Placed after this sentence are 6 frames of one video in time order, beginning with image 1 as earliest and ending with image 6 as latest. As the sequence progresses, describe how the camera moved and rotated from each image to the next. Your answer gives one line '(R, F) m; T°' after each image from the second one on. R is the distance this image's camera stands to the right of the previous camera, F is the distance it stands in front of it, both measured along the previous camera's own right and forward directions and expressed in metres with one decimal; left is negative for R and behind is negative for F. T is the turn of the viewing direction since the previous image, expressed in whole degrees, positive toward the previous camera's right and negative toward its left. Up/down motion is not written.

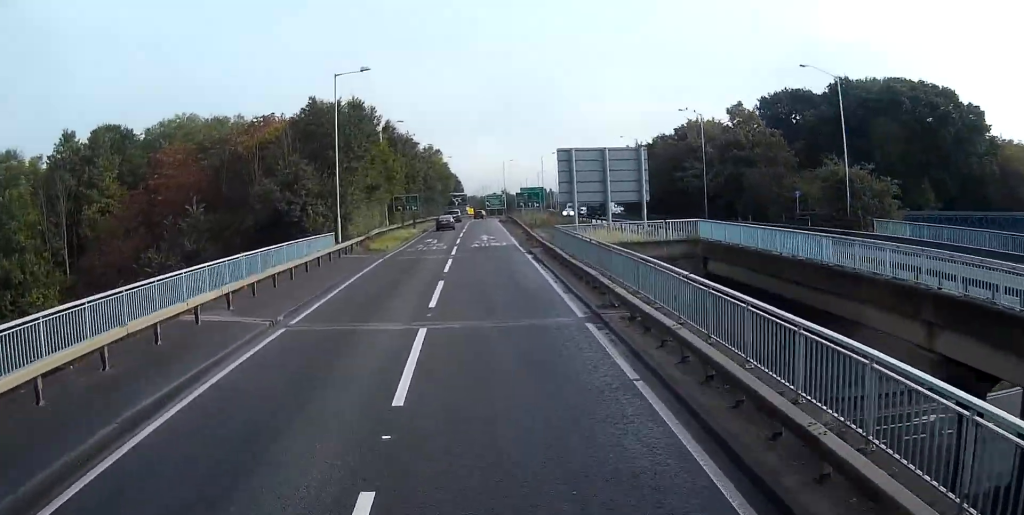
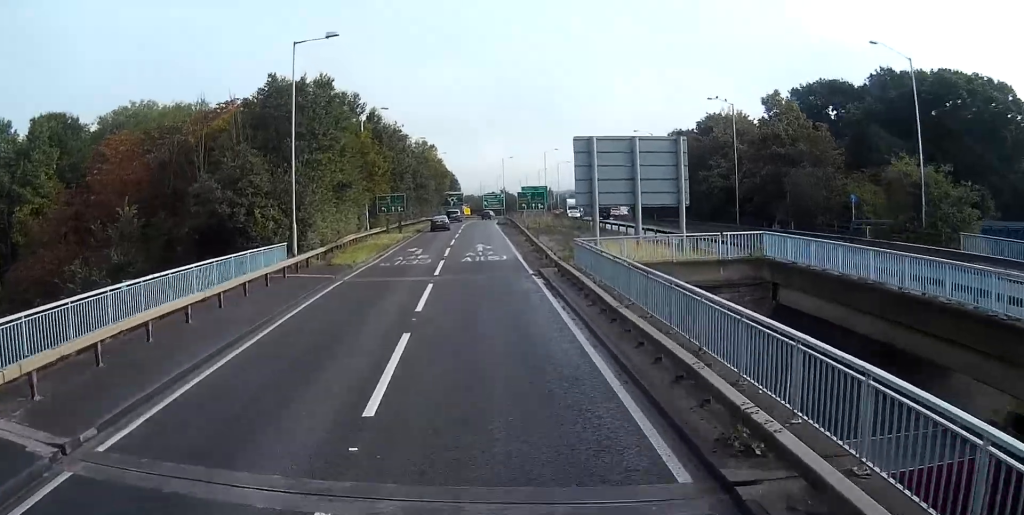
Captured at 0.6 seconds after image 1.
(0.0, +9.2) m; 0°
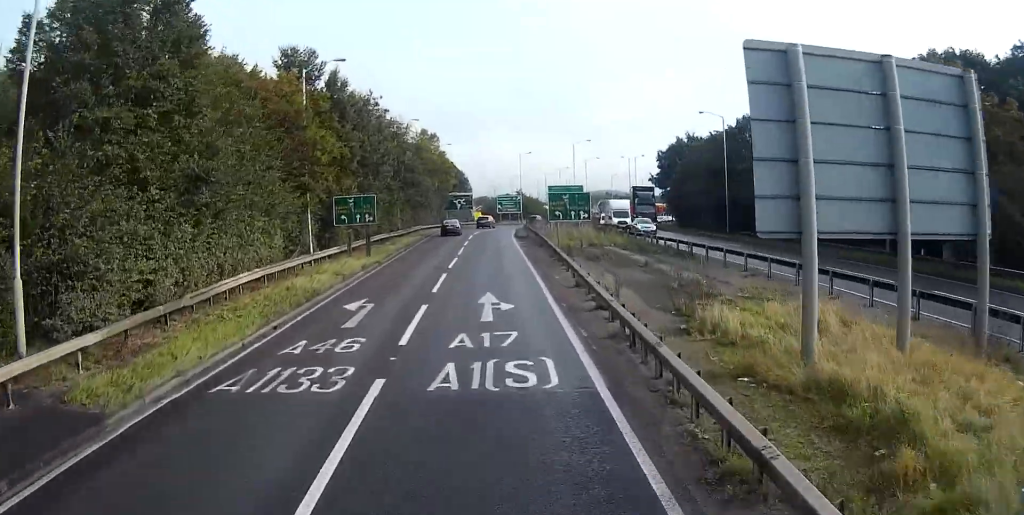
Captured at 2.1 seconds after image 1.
(0.0, +21.8) m; 0°
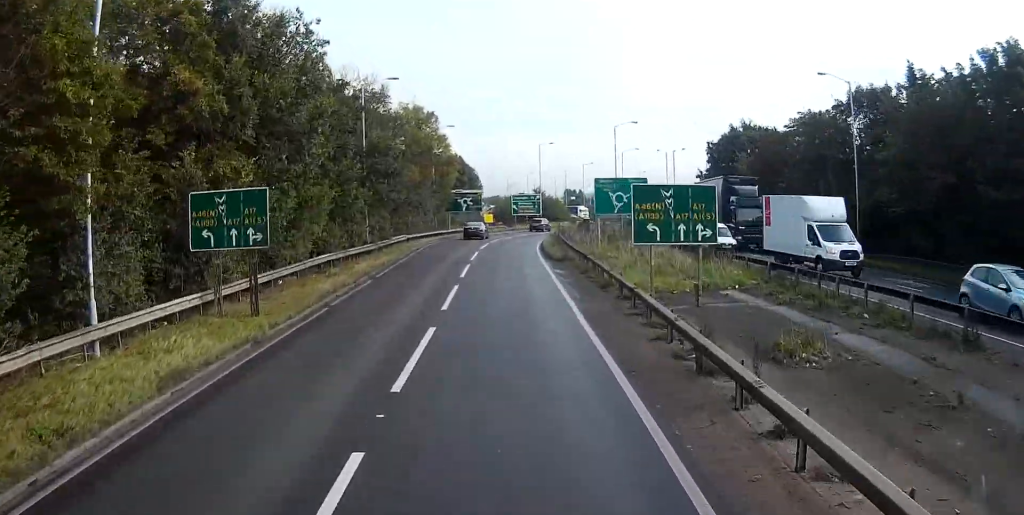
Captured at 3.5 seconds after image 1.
(-0.3, +21.5) m; -1°
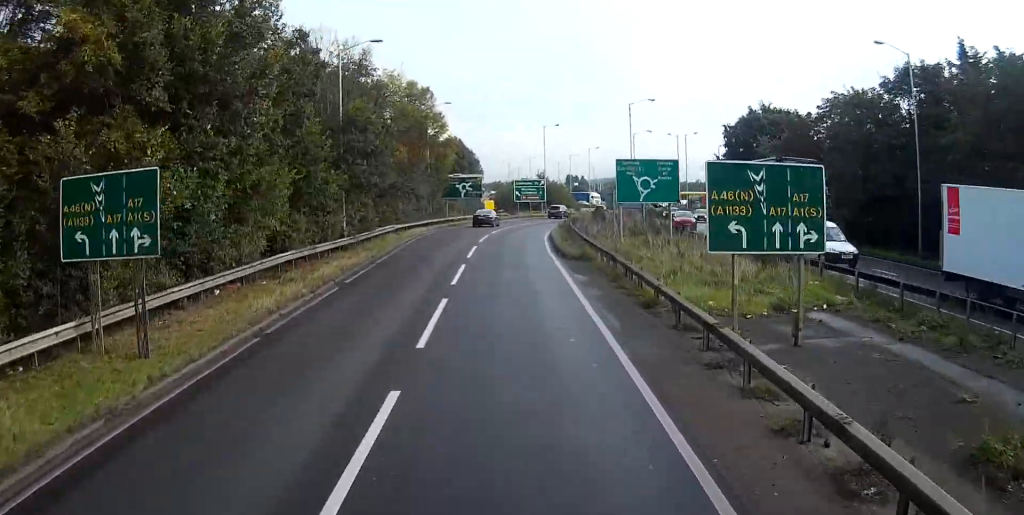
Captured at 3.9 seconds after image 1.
(0.0, +6.7) m; 0°
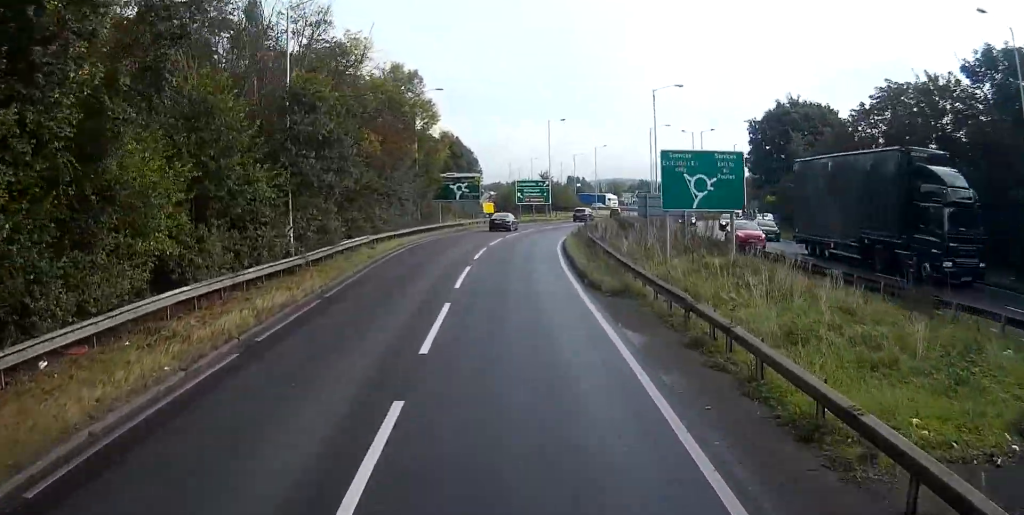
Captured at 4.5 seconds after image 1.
(0.0, +9.4) m; 0°
